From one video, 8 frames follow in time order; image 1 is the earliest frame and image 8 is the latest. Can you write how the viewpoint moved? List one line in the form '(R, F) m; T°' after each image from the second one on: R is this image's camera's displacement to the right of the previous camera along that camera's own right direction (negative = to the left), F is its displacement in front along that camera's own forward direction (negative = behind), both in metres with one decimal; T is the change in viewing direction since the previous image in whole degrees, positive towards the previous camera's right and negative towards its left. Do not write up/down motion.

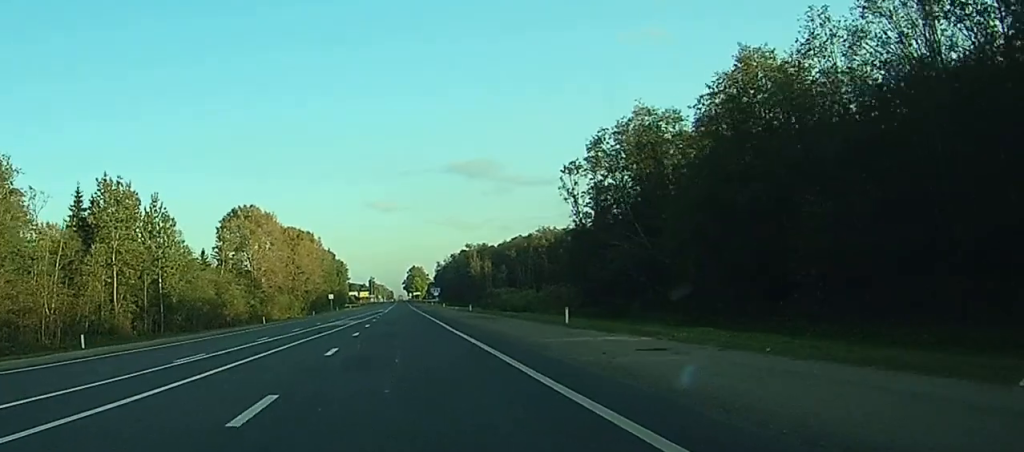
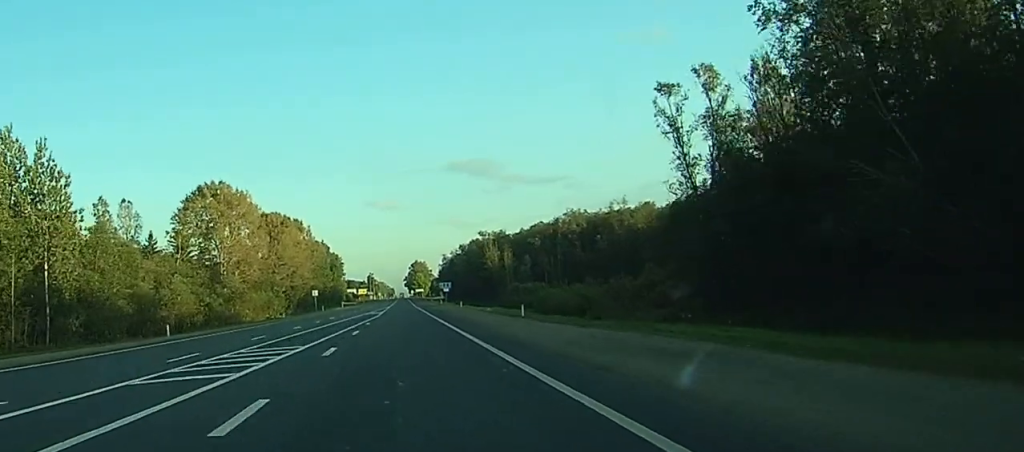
(+0.1, +36.1) m; 0°
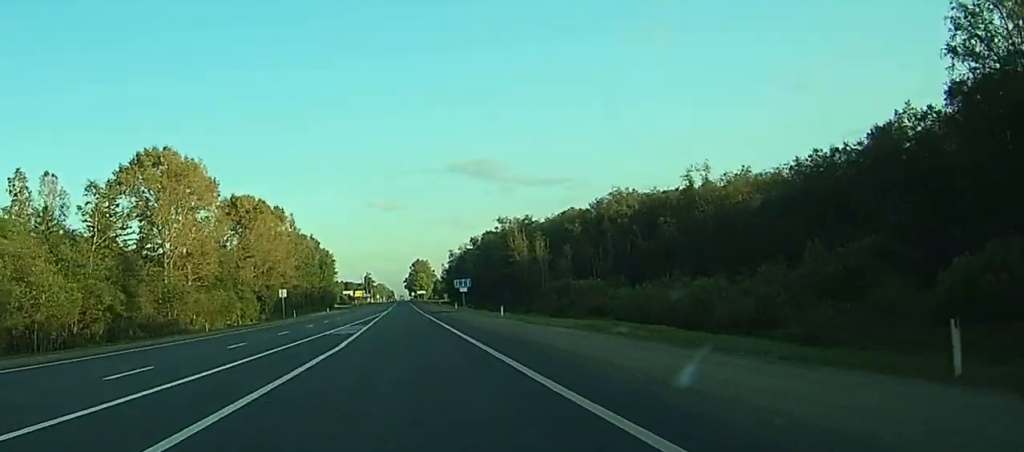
(-0.1, +40.2) m; 0°
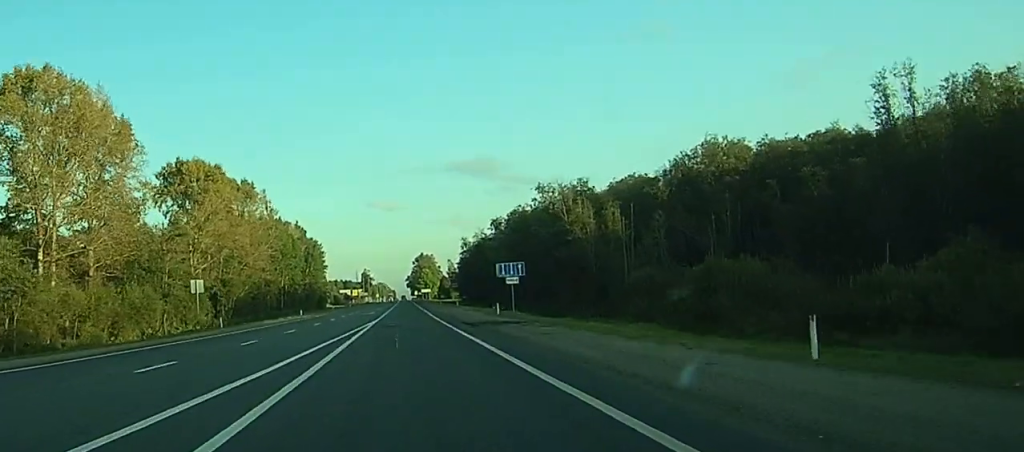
(-0.2, +46.2) m; 0°
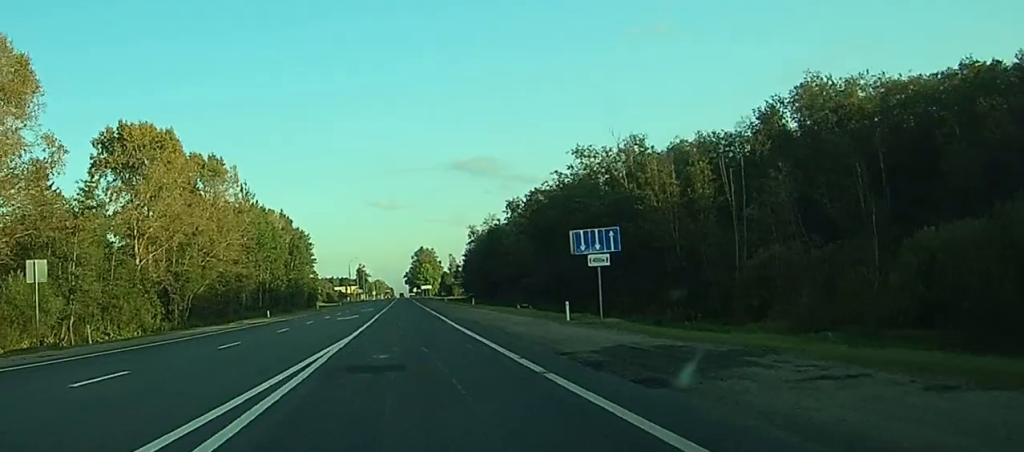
(+0.1, +27.7) m; 0°
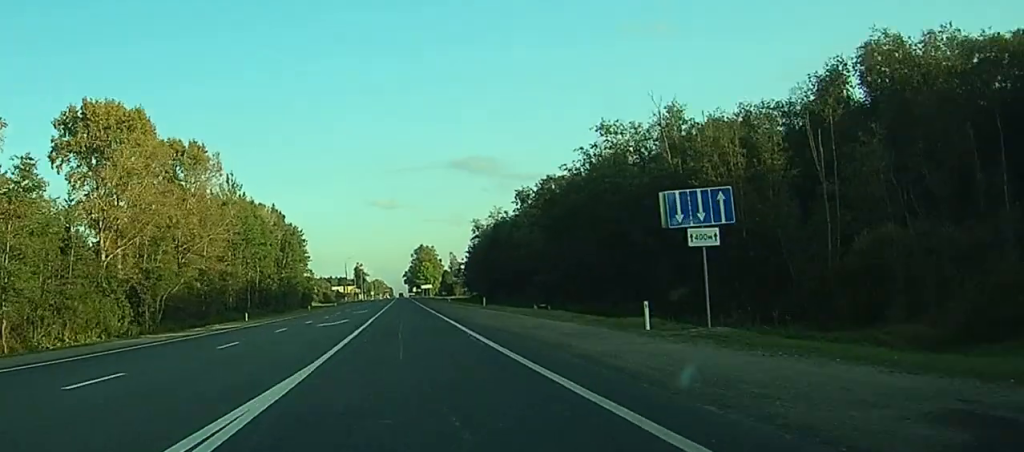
(0.0, +12.3) m; 0°
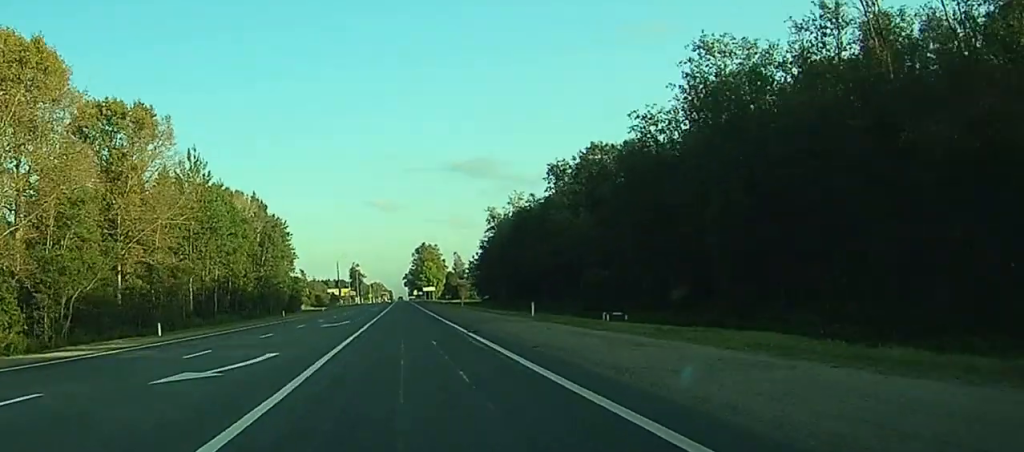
(+0.1, +27.7) m; 0°
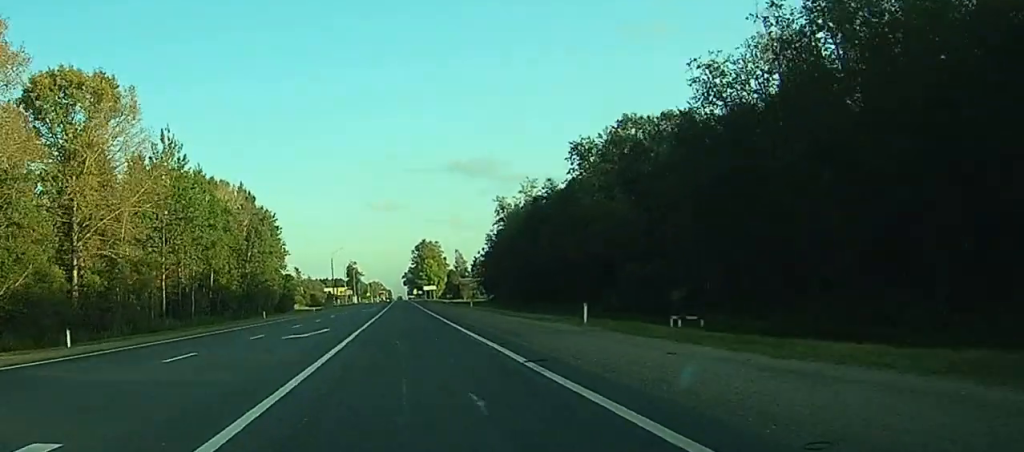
(0.0, +13.3) m; 0°
